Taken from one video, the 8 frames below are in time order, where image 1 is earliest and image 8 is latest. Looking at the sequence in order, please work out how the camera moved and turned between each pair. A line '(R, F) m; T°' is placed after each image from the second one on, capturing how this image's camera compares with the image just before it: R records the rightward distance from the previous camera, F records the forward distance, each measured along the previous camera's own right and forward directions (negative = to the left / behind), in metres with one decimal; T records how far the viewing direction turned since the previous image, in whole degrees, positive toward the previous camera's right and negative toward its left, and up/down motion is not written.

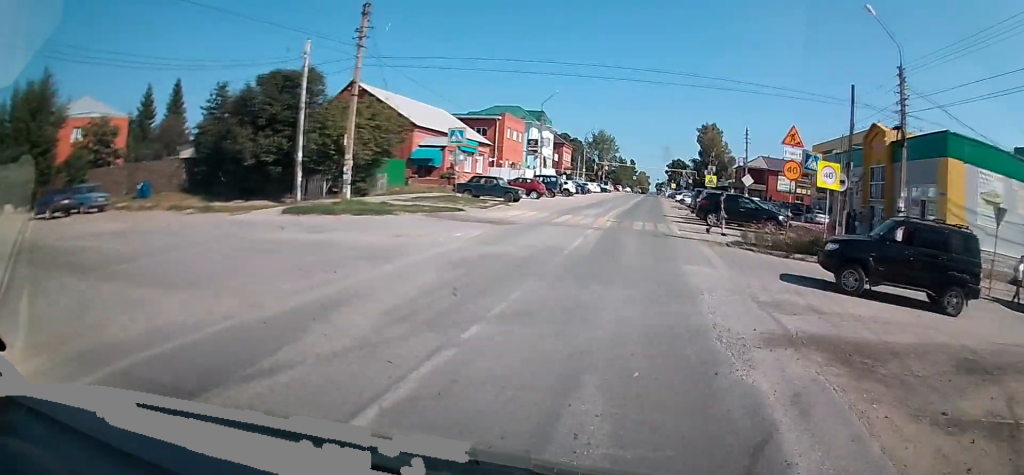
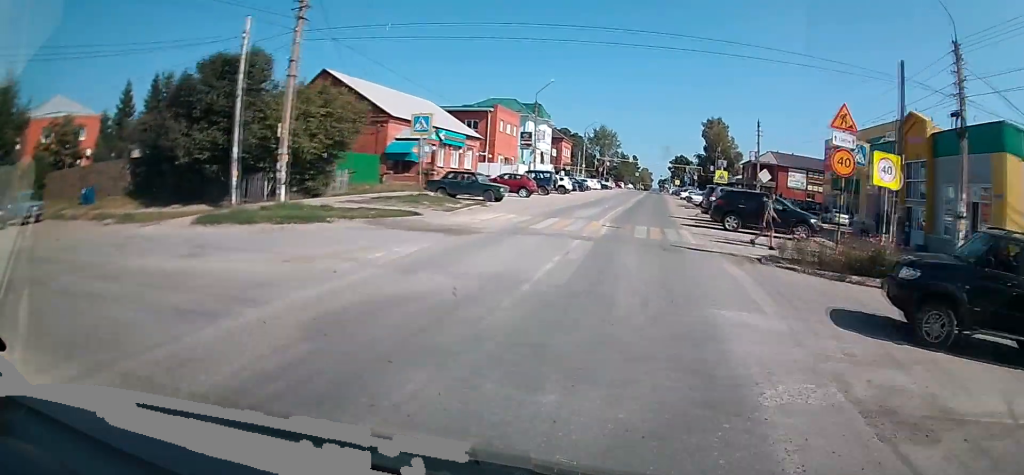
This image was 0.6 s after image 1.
(0.0, +4.9) m; 0°
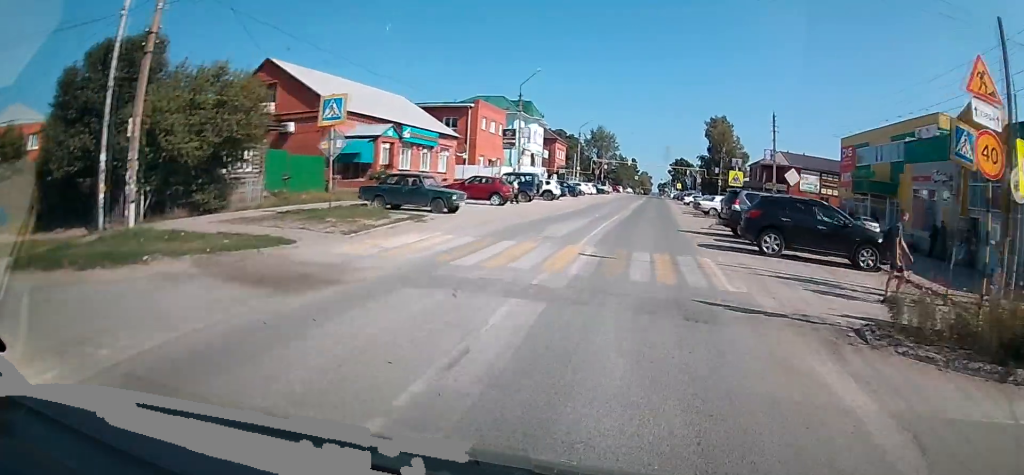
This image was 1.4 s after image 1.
(-0.1, +7.1) m; 0°
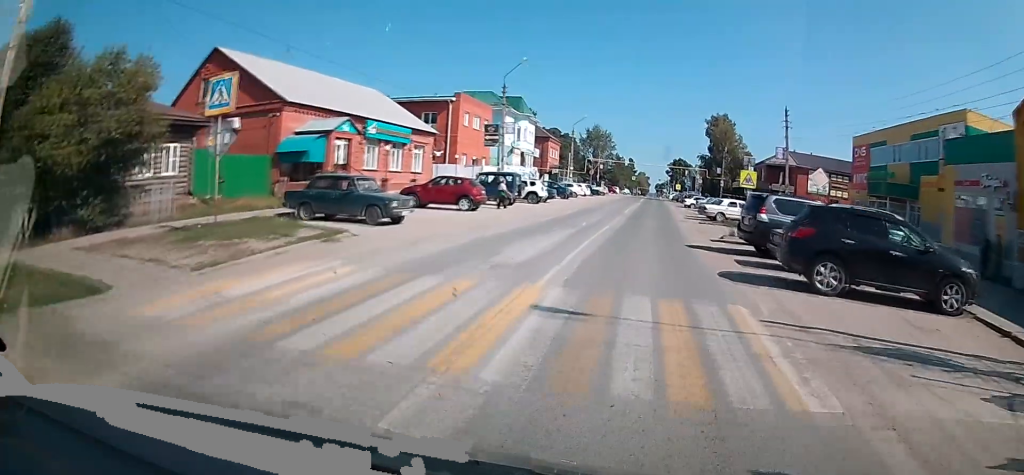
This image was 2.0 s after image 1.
(0.0, +5.1) m; 0°
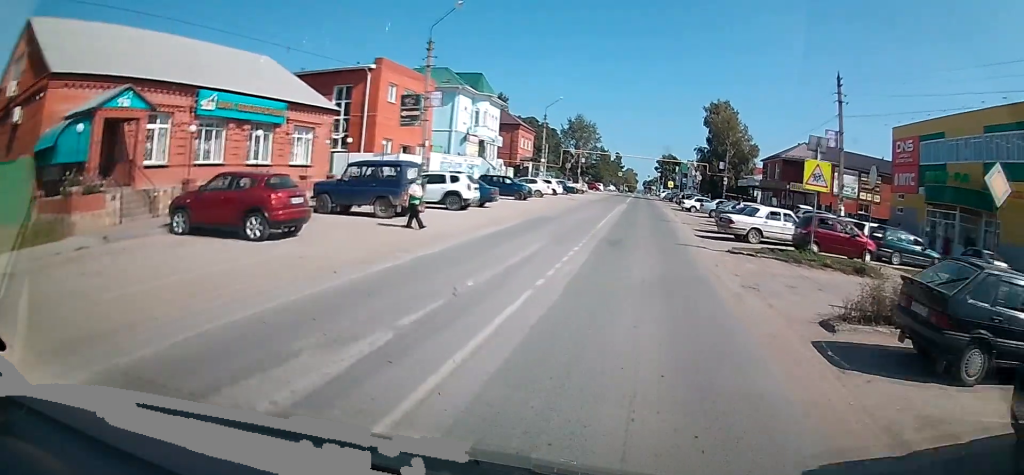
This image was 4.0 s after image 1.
(+0.1, +14.7) m; +1°
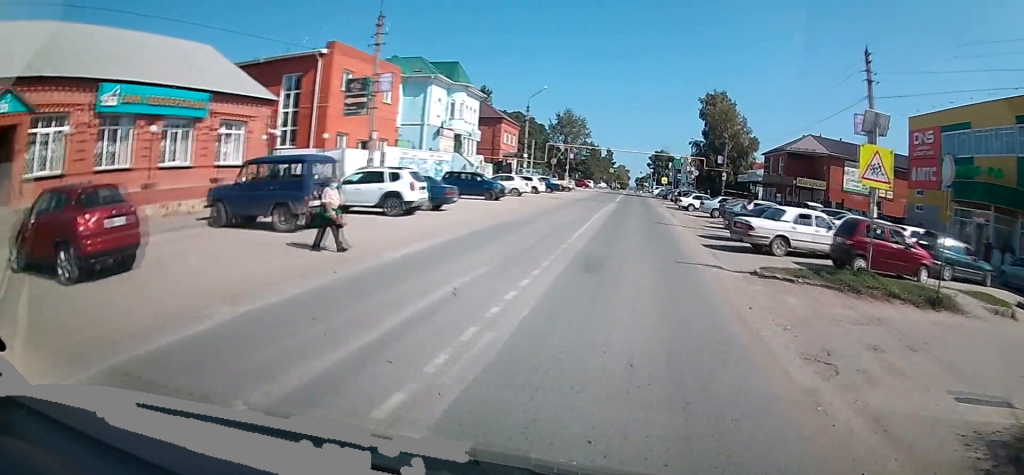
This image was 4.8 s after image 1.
(0.0, +5.4) m; +1°
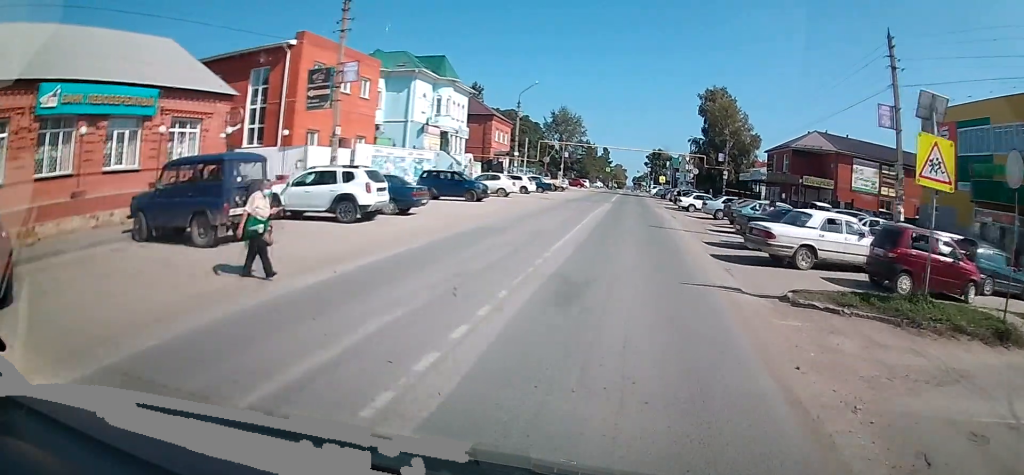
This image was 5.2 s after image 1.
(0.0, +3.0) m; 0°
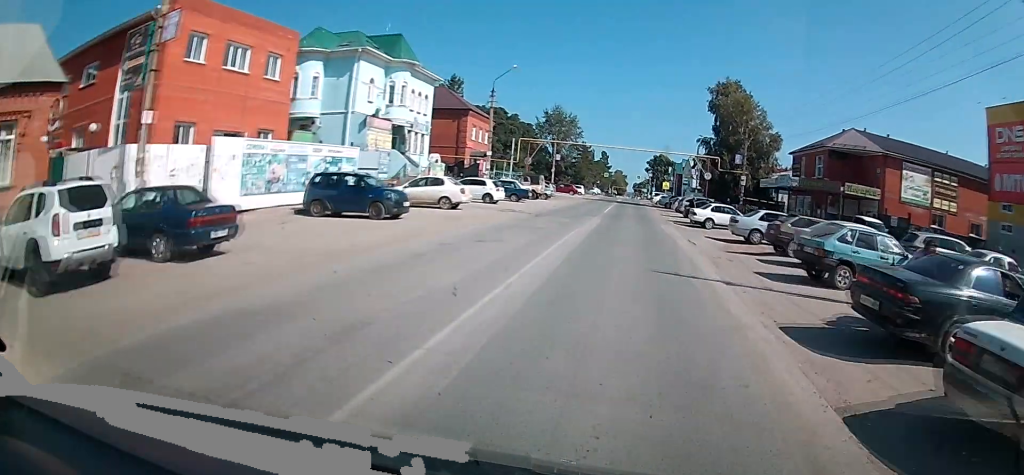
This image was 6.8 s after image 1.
(+0.1, +10.5) m; 0°
